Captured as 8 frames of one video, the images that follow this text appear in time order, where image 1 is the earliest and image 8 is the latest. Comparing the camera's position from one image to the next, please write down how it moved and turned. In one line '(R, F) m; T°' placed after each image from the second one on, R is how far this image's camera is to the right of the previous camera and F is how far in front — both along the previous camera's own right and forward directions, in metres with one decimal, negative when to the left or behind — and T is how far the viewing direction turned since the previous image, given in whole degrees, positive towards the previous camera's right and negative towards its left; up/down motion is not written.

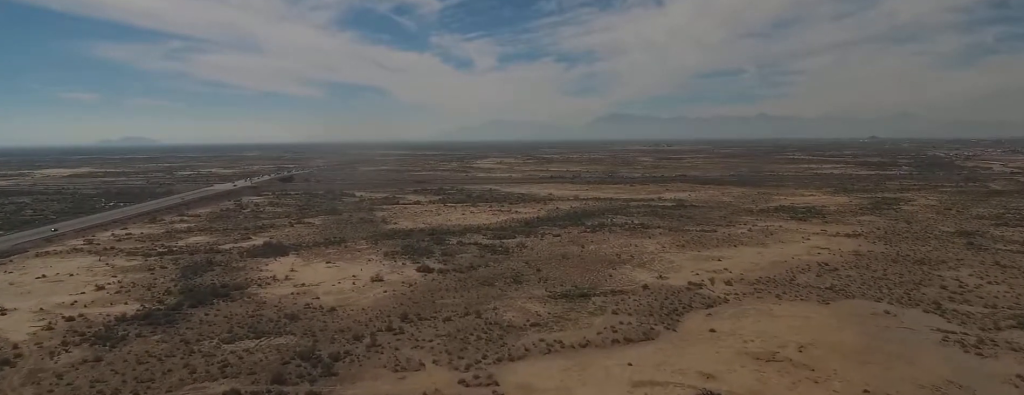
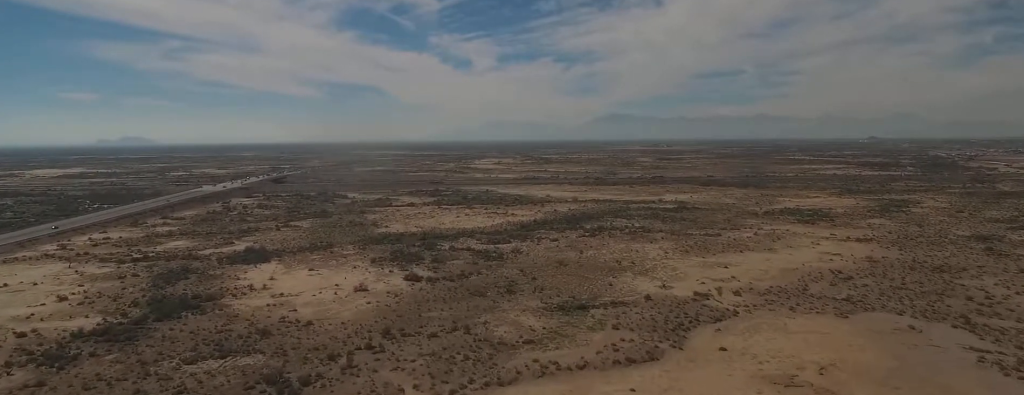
(-0.1, +16.3) m; -1°
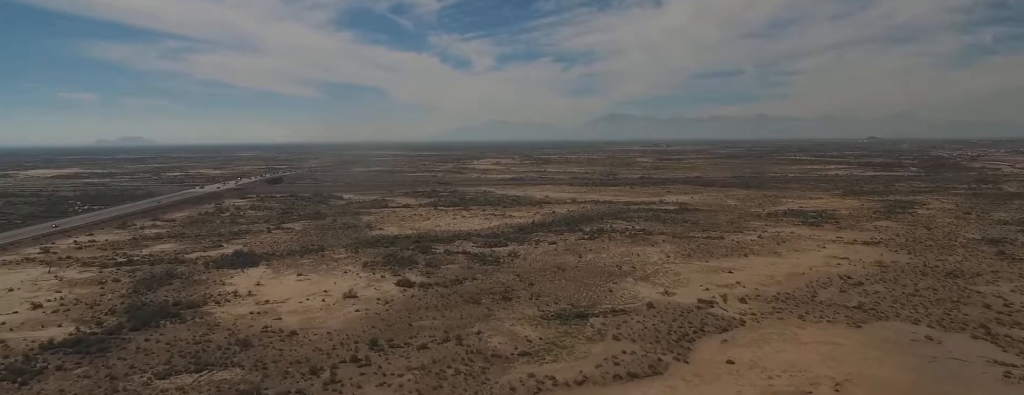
(0.0, +10.2) m; 0°
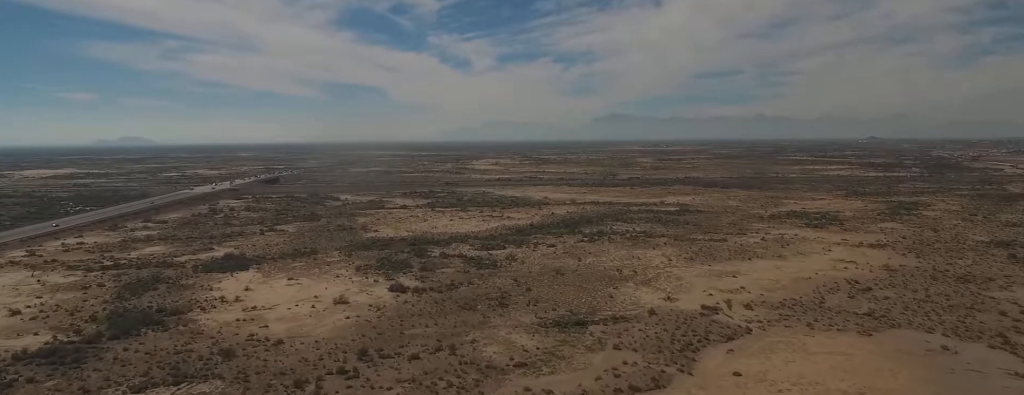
(0.0, +8.1) m; 0°
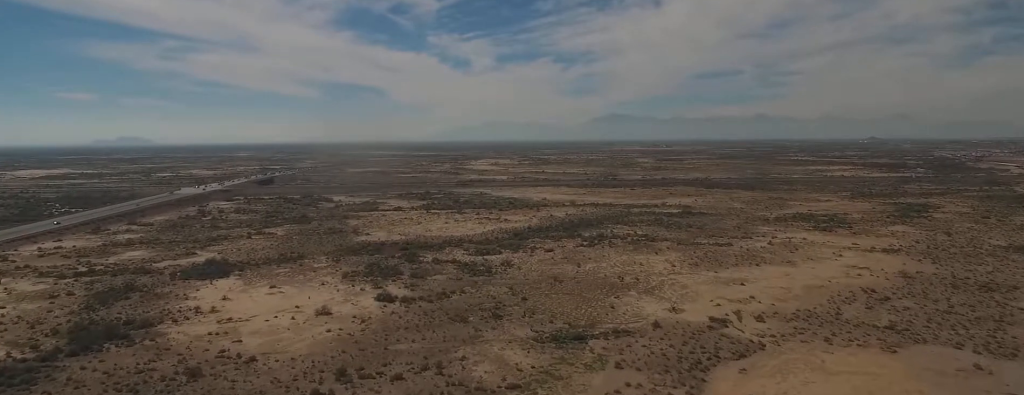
(0.0, +14.6) m; 0°
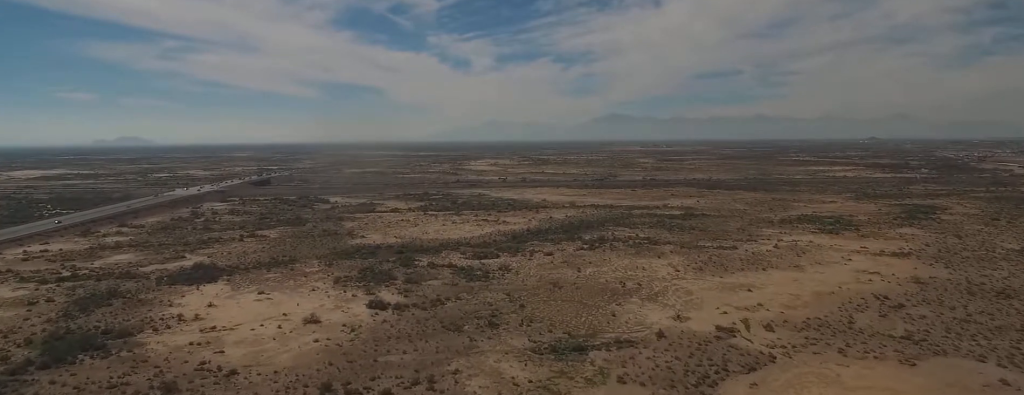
(0.0, +9.2) m; 0°
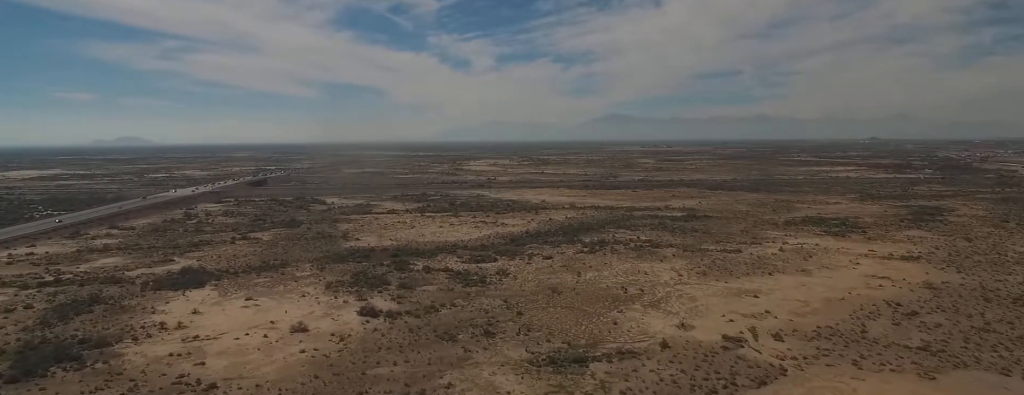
(0.0, +8.7) m; 0°
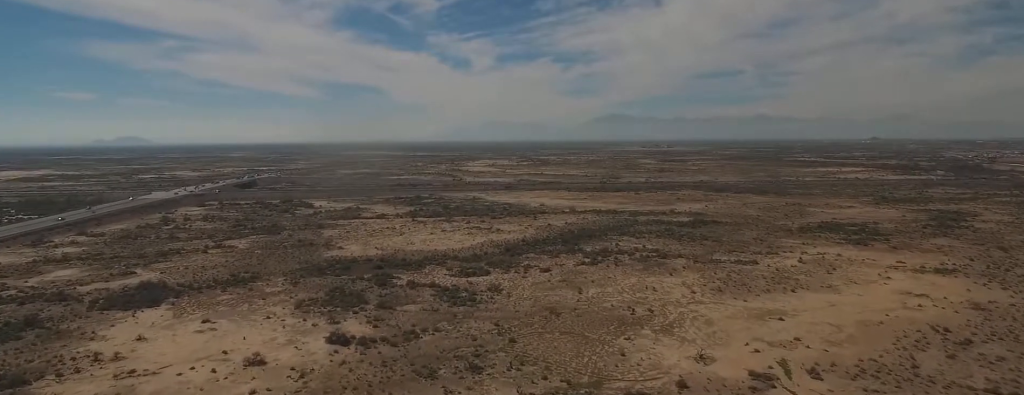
(-0.1, +25.9) m; 0°
